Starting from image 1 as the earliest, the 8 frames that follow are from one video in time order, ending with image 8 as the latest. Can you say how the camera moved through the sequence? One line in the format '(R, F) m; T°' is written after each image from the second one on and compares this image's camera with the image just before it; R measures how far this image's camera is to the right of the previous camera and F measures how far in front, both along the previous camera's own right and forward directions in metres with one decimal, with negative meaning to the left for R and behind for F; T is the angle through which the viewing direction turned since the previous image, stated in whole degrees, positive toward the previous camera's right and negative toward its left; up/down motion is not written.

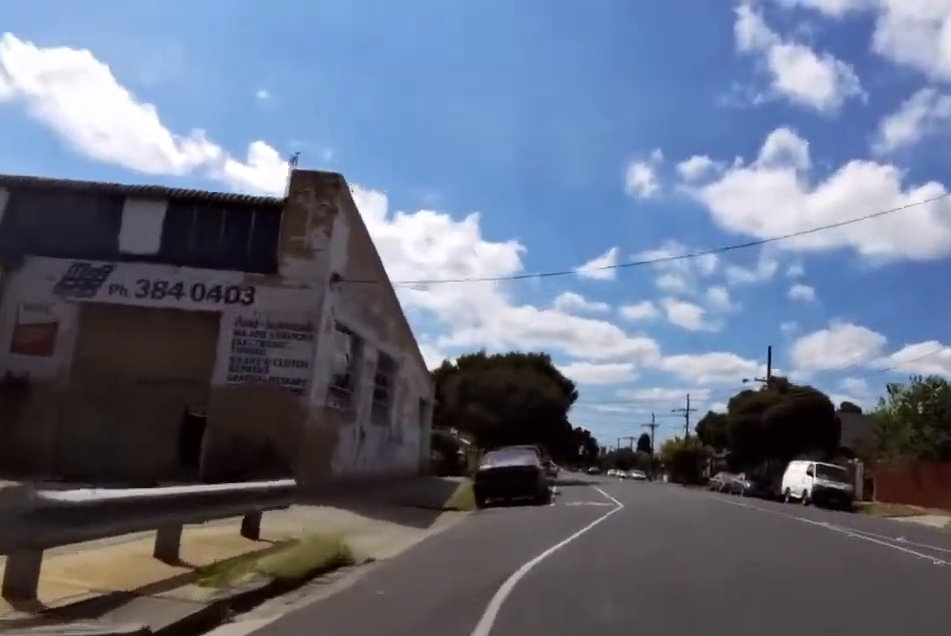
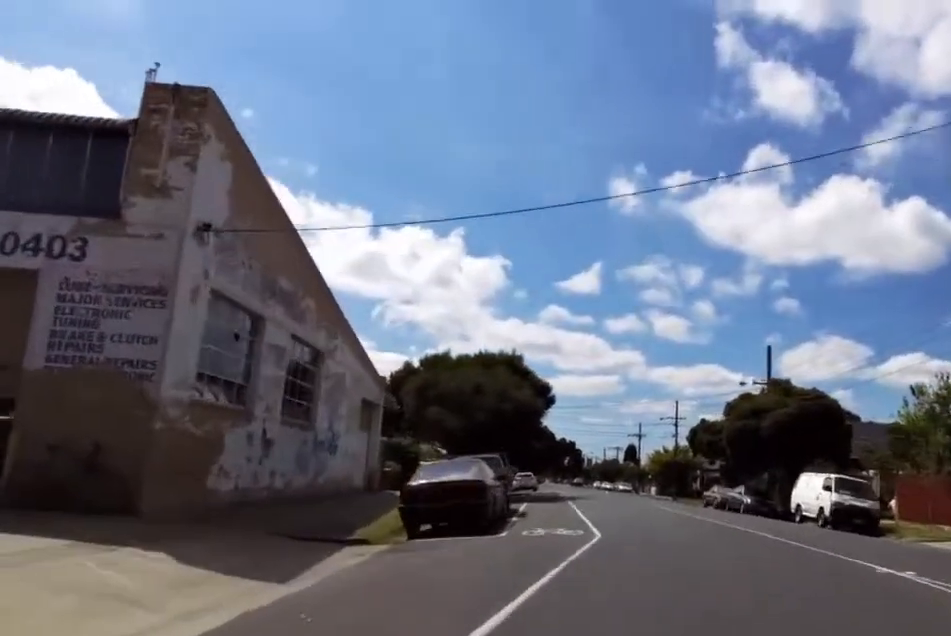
(-0.1, +5.4) m; +2°
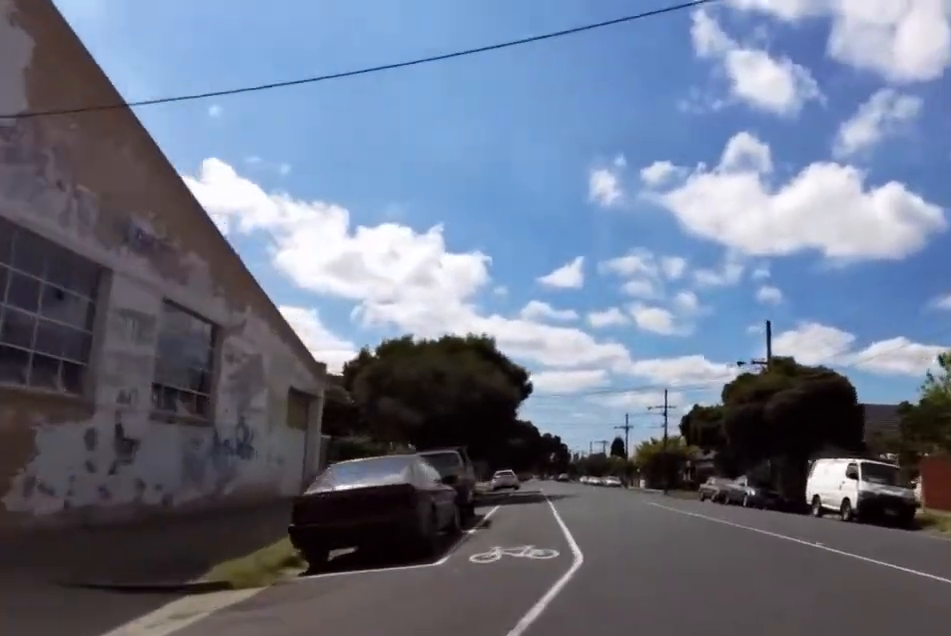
(+0.2, +4.7) m; +5°
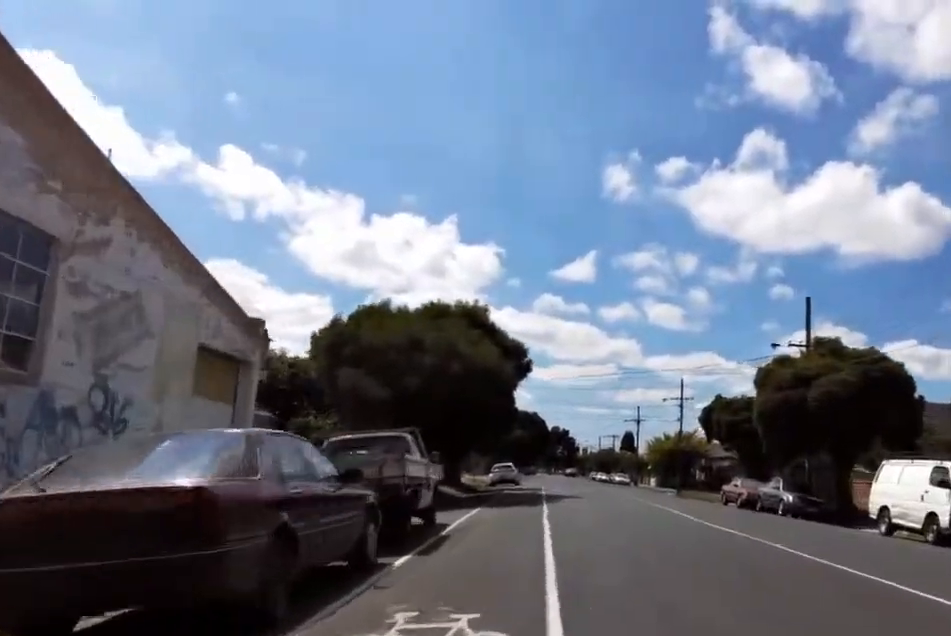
(+0.3, +5.9) m; 0°
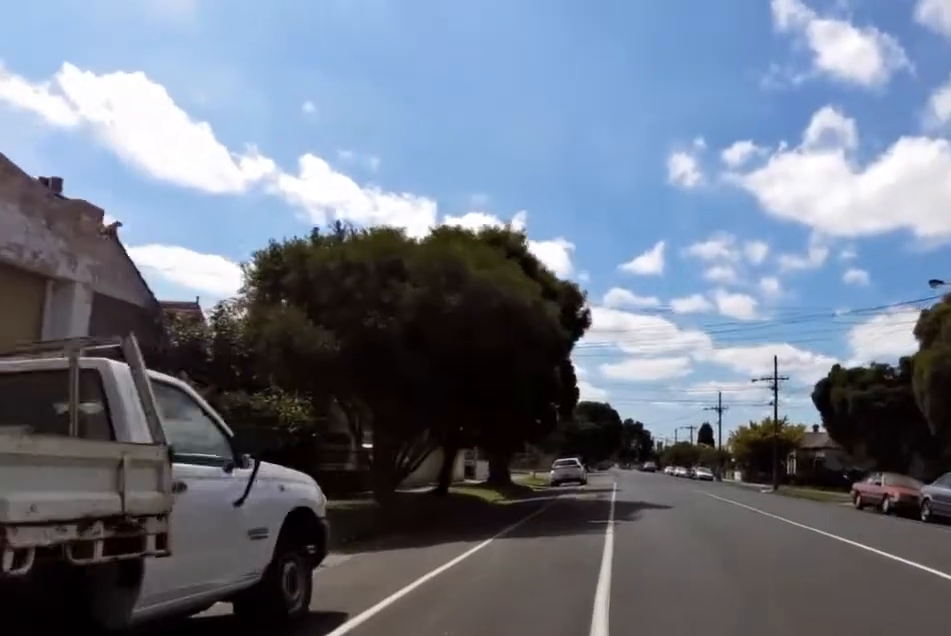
(-0.6, +10.4) m; -9°
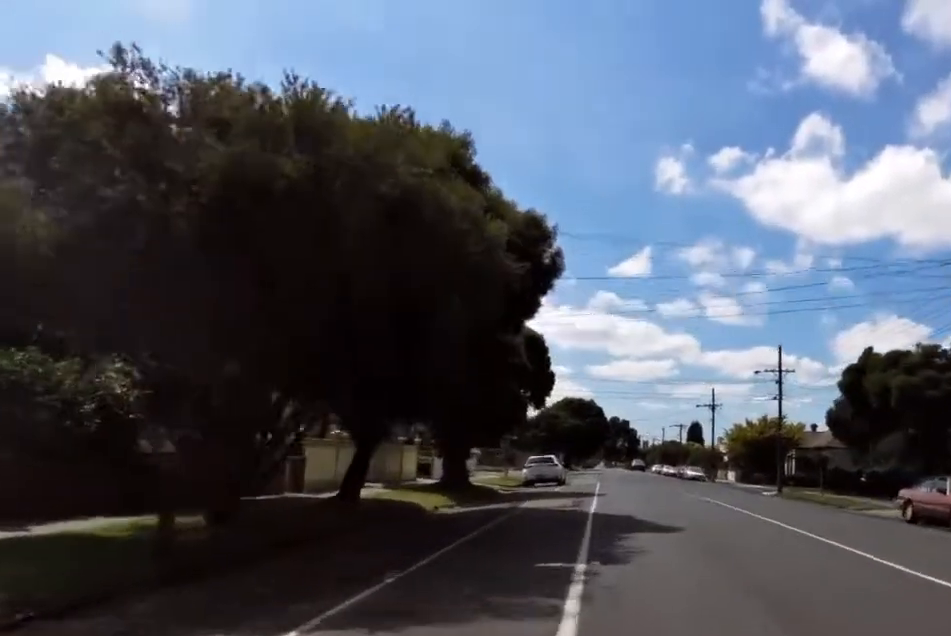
(-0.6, +6.3) m; 0°
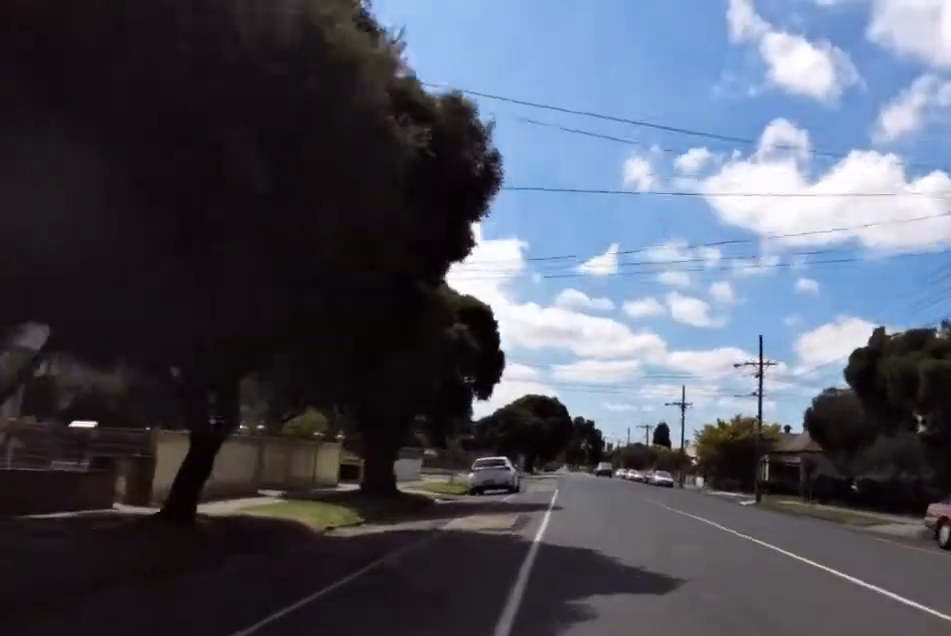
(+0.4, +4.9) m; +4°
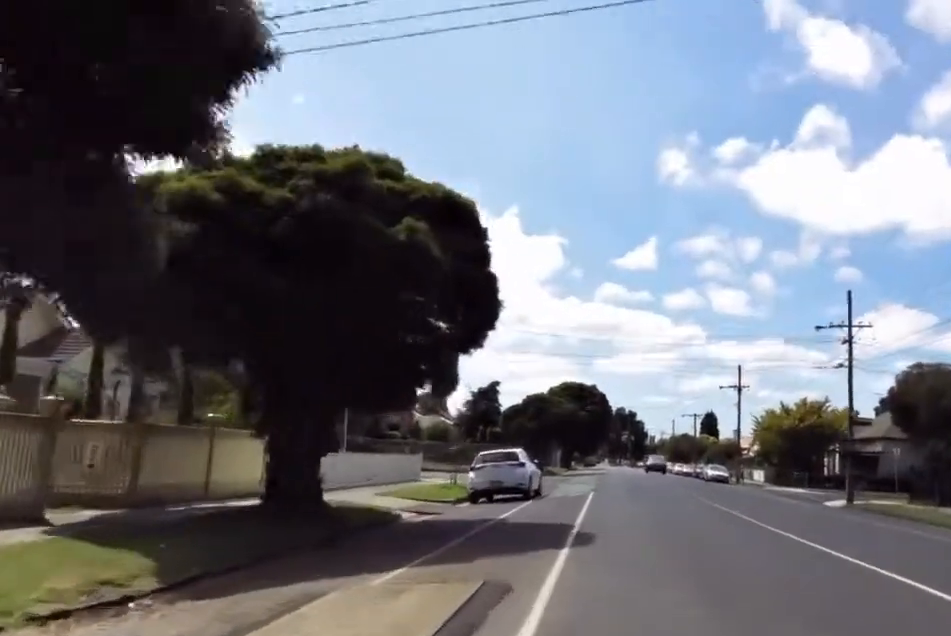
(+0.7, +9.2) m; -1°
